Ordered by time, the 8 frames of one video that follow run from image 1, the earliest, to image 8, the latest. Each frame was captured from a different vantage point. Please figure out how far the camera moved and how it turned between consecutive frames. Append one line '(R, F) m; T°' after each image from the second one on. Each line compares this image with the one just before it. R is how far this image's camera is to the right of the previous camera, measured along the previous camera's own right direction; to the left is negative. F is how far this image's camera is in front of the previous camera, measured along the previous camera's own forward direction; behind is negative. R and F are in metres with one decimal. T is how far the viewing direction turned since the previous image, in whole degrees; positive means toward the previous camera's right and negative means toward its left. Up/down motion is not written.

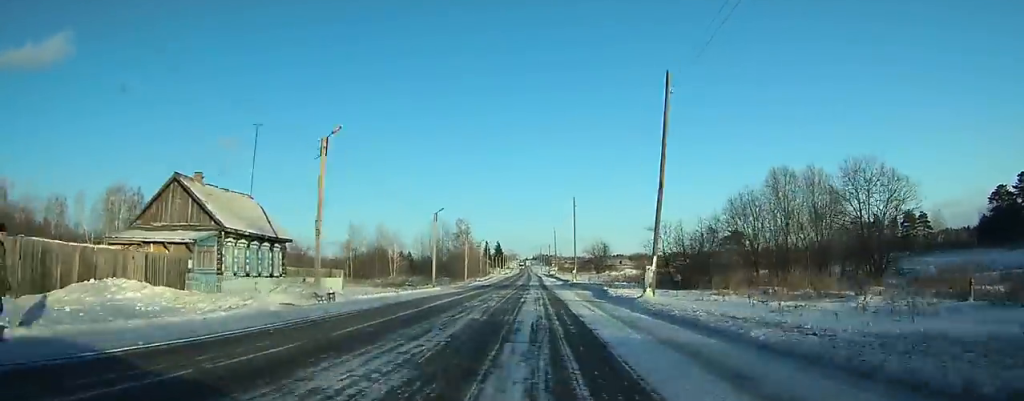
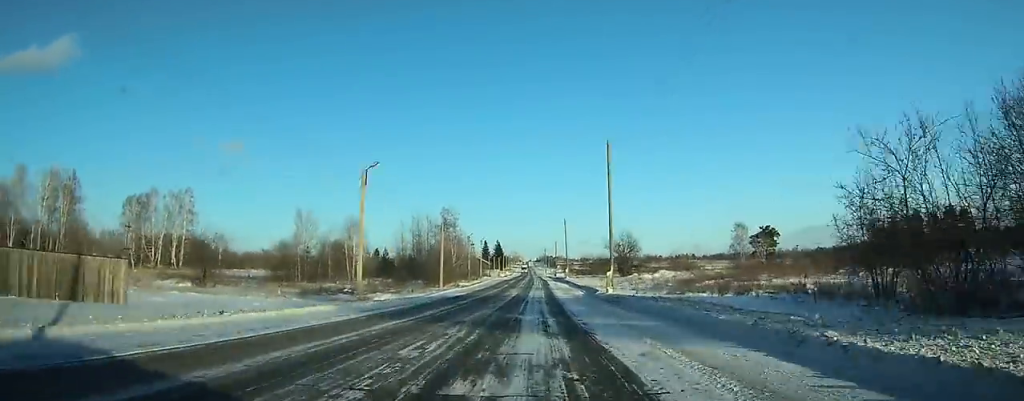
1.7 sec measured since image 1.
(-0.3, +28.9) m; -1°
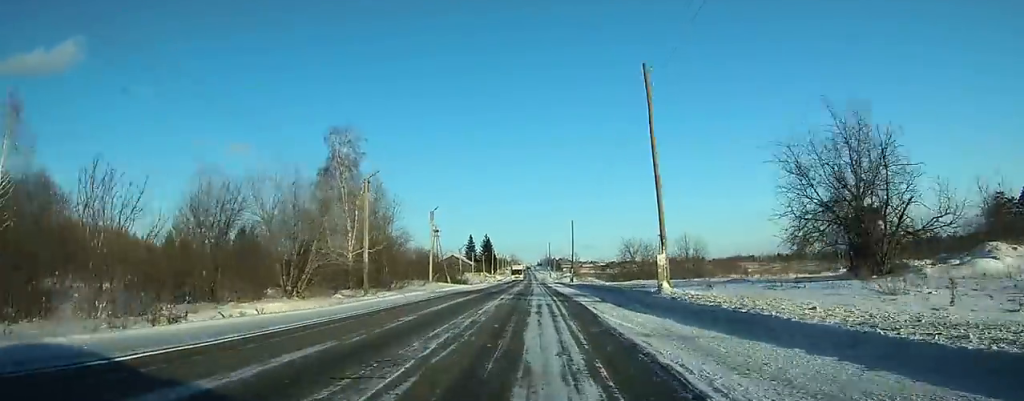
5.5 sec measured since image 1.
(-0.2, +63.1) m; +1°
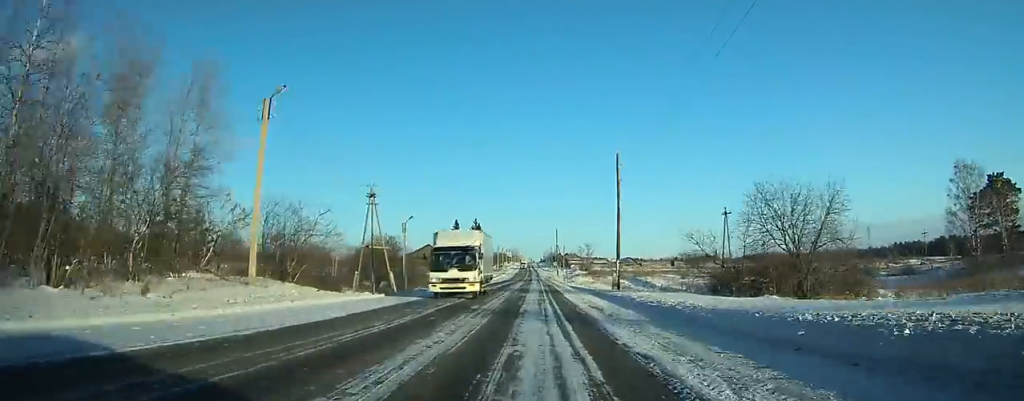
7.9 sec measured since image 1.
(+0.2, +42.9) m; 0°
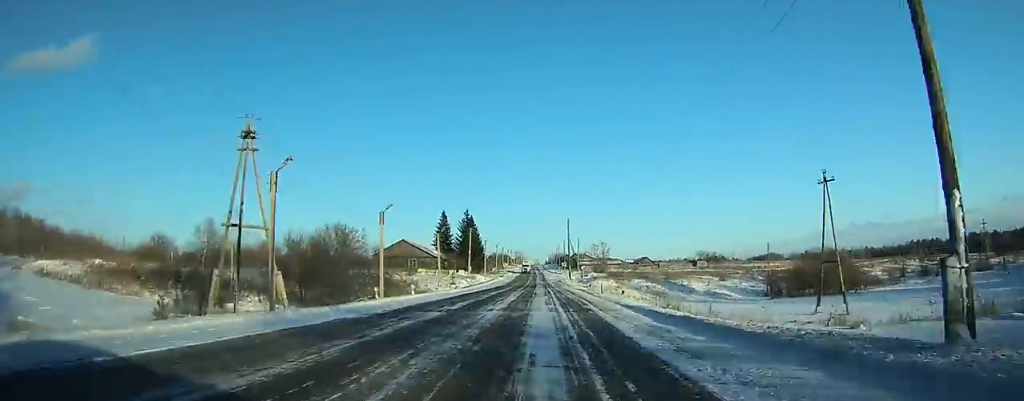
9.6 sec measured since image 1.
(-0.1, +29.4) m; 0°
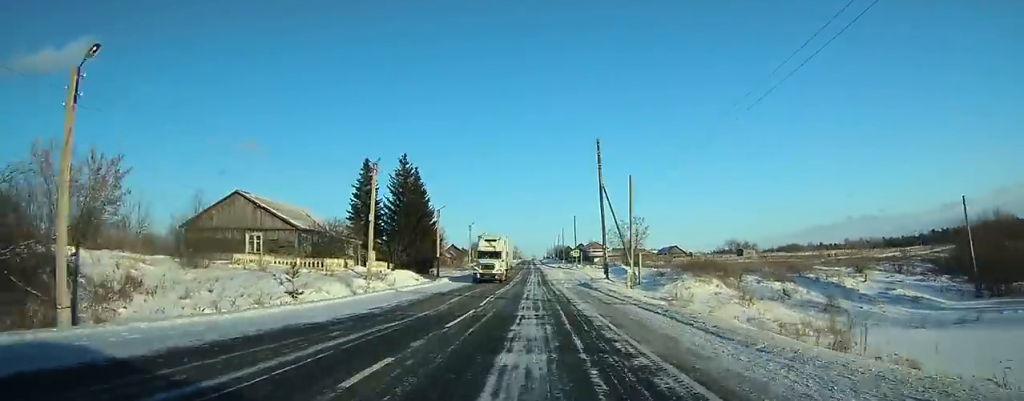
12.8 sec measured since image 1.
(+0.5, +57.6) m; 0°
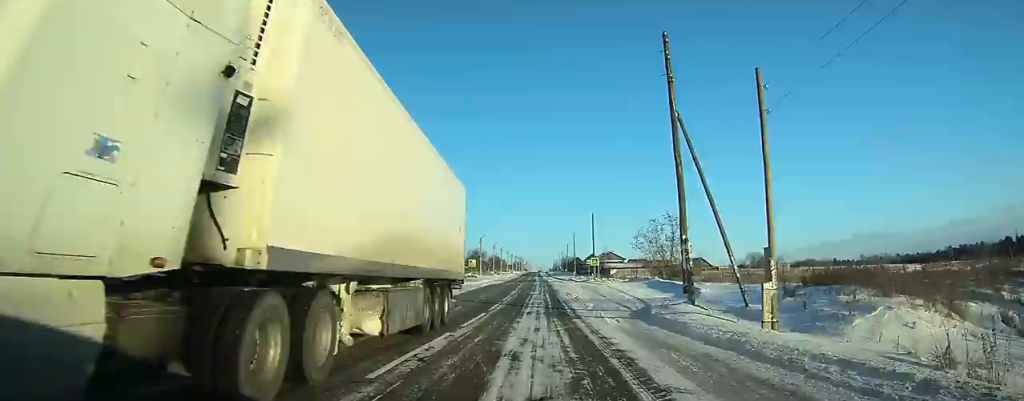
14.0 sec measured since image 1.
(-0.2, +22.1) m; 0°
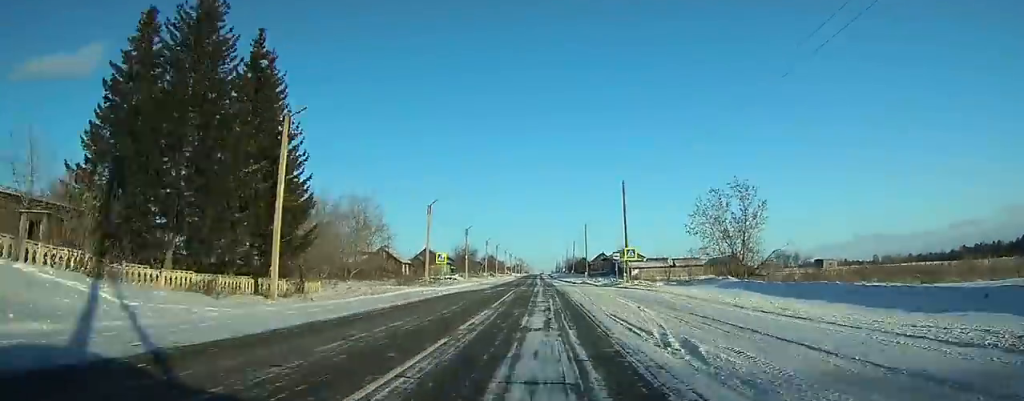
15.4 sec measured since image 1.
(-0.1, +26.0) m; 0°
